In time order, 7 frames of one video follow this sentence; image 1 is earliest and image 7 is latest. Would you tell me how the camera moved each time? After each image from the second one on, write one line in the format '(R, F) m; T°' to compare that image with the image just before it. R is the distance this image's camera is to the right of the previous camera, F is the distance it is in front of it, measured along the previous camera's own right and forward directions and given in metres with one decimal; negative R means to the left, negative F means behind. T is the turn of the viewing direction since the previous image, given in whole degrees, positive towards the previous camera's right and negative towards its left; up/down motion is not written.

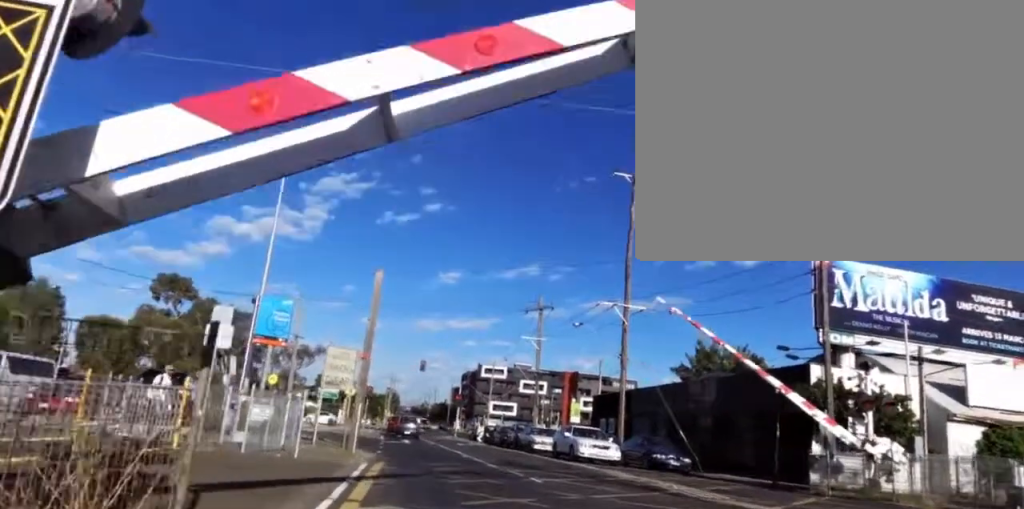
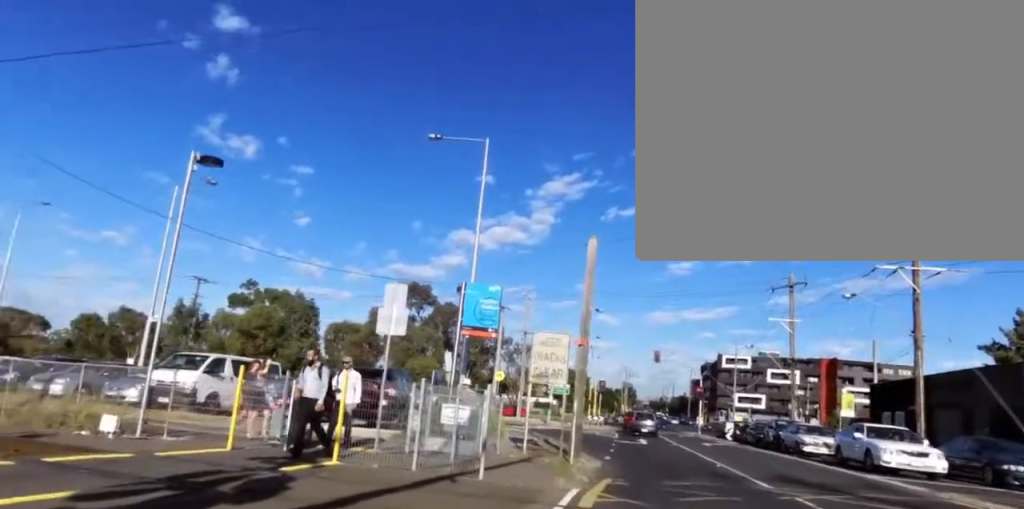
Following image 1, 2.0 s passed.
(-0.3, +8.3) m; +1°
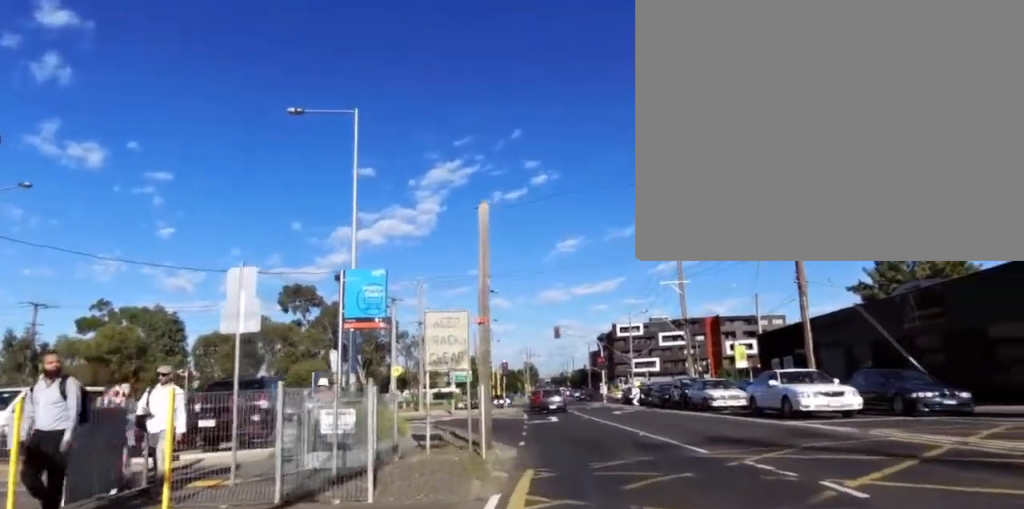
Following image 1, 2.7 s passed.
(+0.1, +3.0) m; +2°
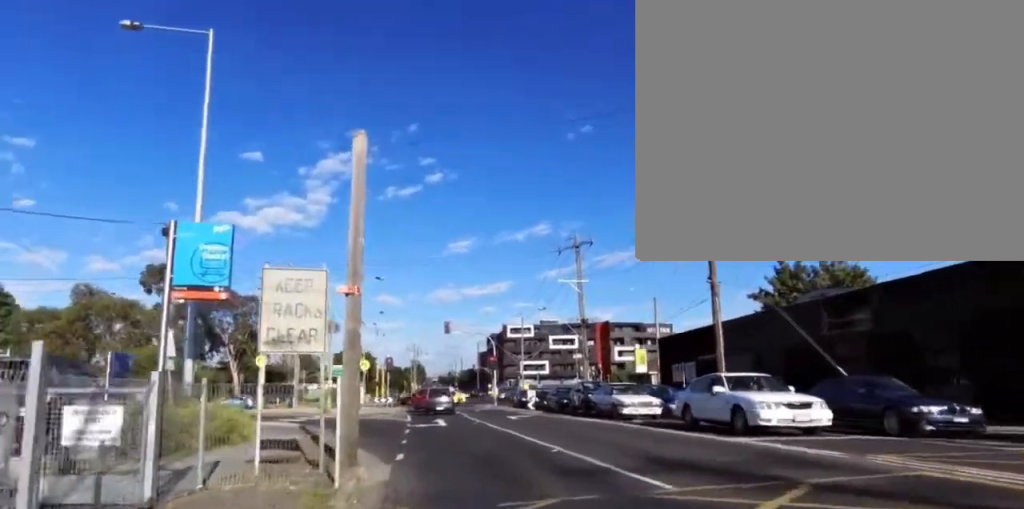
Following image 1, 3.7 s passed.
(+0.1, +4.5) m; +2°
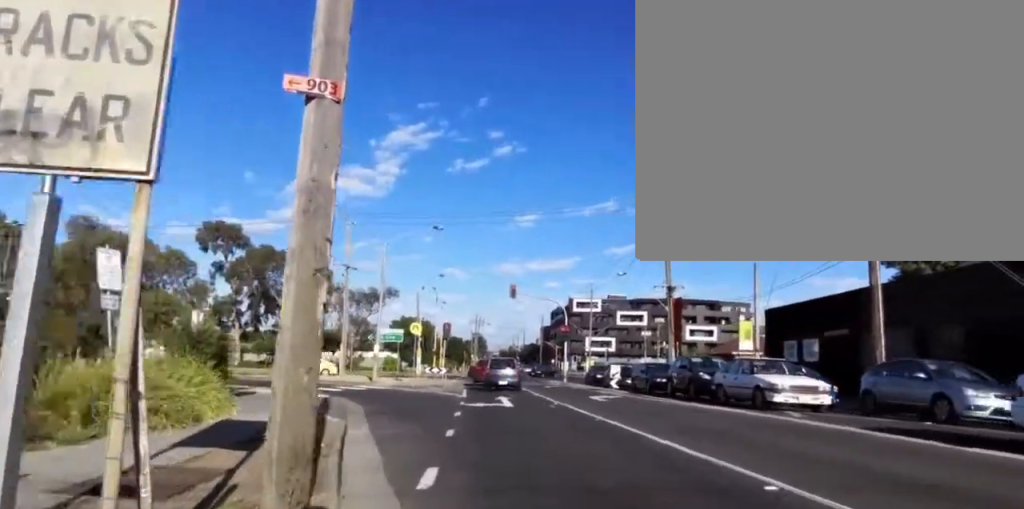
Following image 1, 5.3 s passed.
(0.0, +6.1) m; +1°
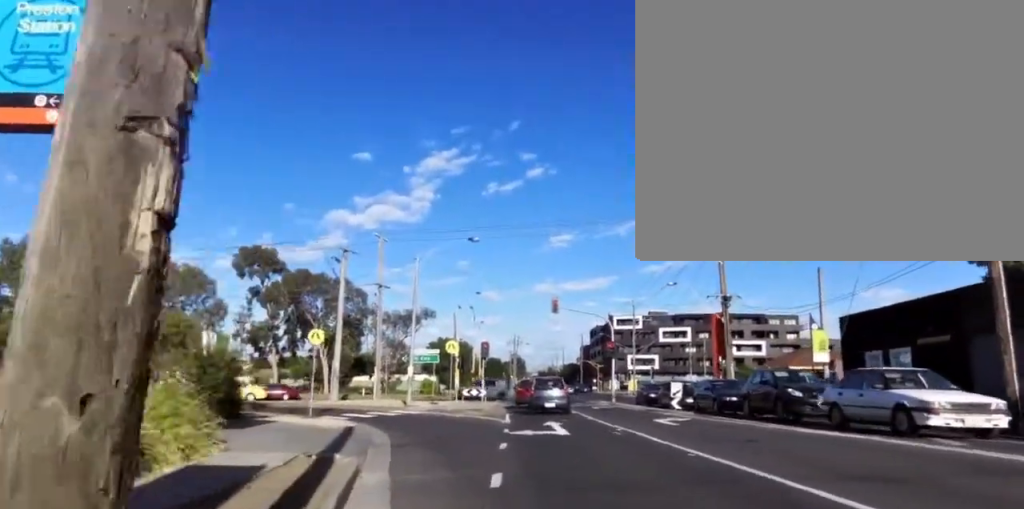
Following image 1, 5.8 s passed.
(0.0, +2.2) m; -1°
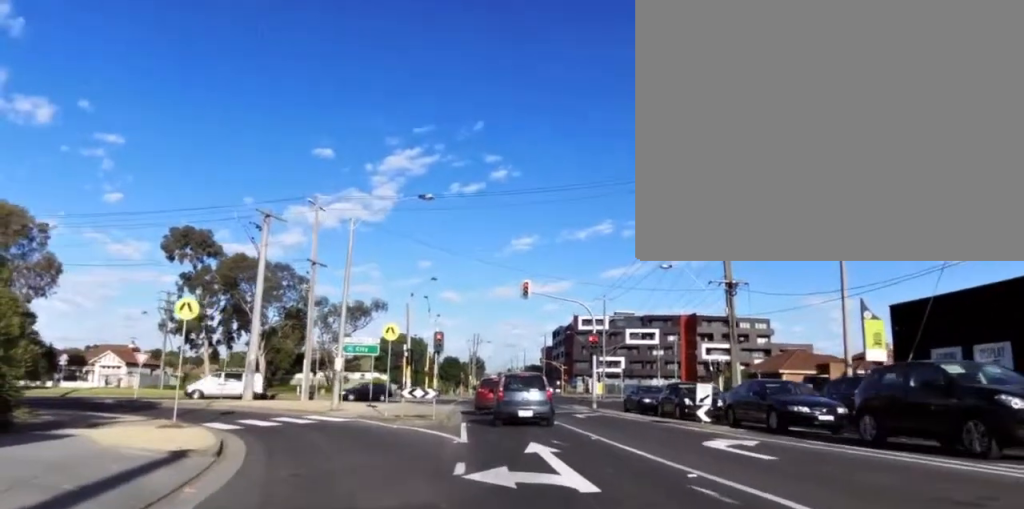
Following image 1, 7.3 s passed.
(-0.1, +6.0) m; -1°
